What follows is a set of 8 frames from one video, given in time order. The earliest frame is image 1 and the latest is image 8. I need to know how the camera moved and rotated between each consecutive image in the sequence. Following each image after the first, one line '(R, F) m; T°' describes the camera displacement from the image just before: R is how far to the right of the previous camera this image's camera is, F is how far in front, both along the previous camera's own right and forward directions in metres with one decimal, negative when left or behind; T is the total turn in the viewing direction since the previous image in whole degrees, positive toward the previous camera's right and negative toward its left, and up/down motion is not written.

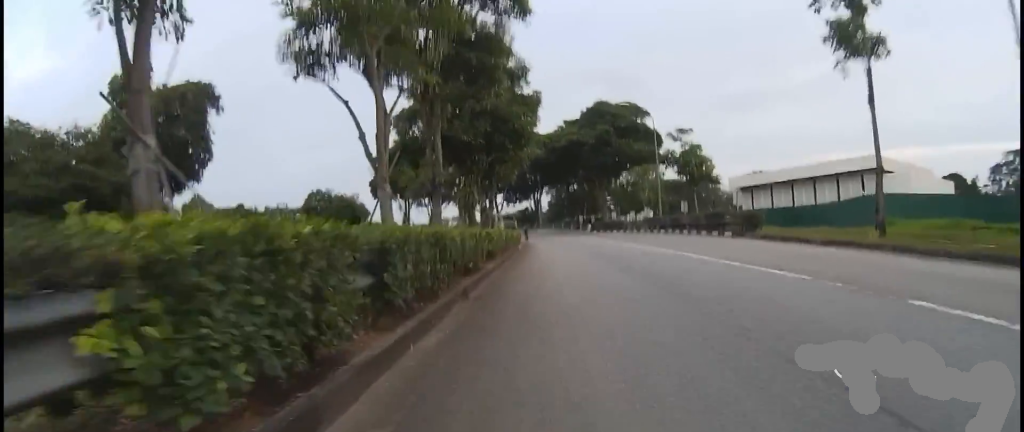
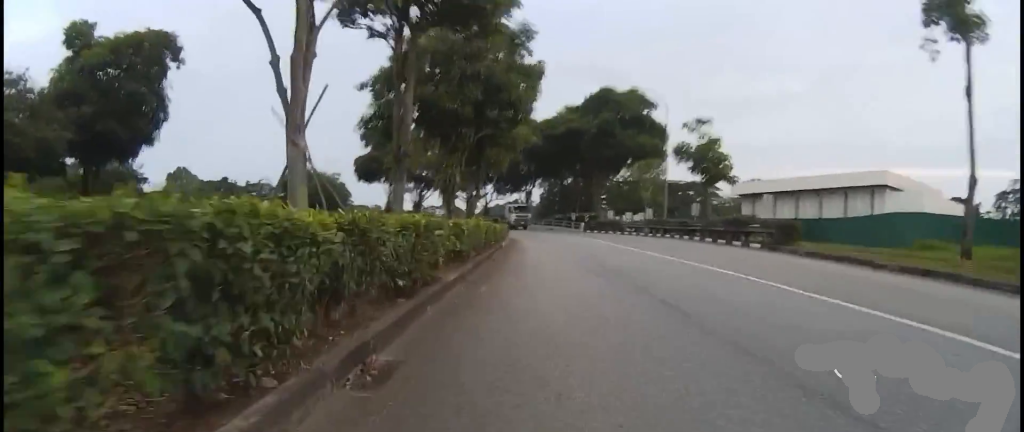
(+0.2, +4.6) m; -5°
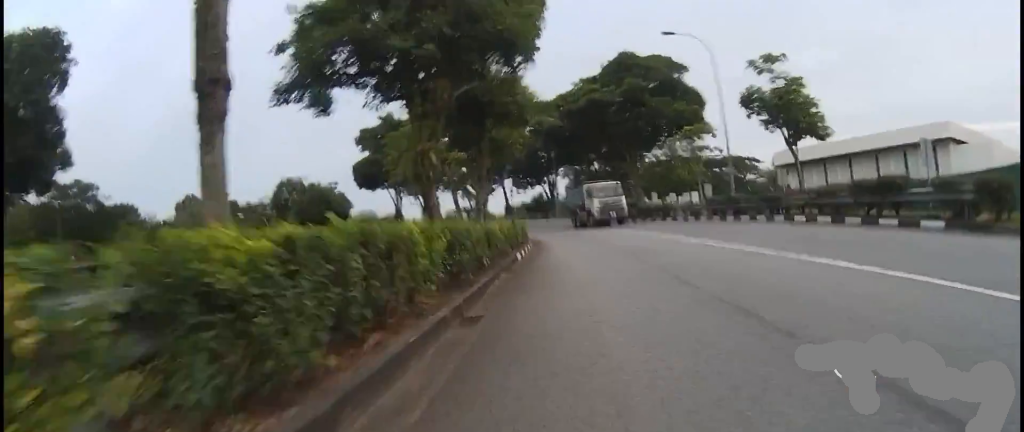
(-0.8, +9.5) m; 0°
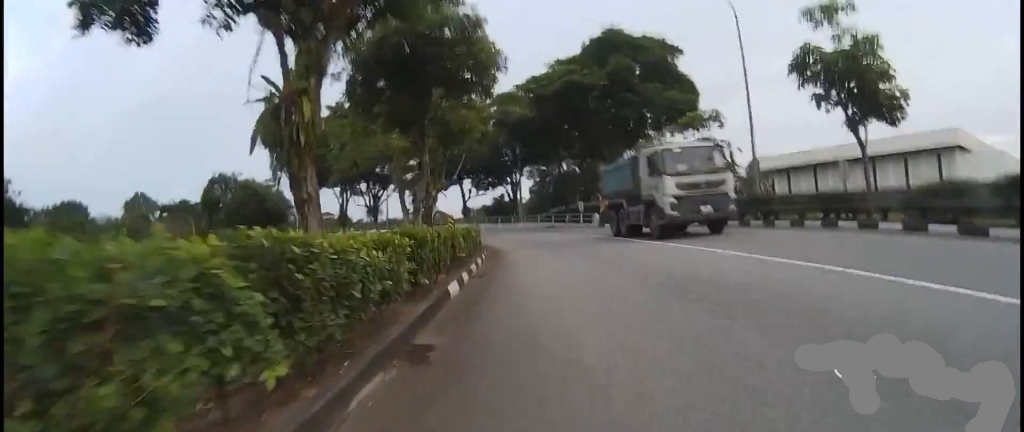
(+0.5, +7.7) m; 0°
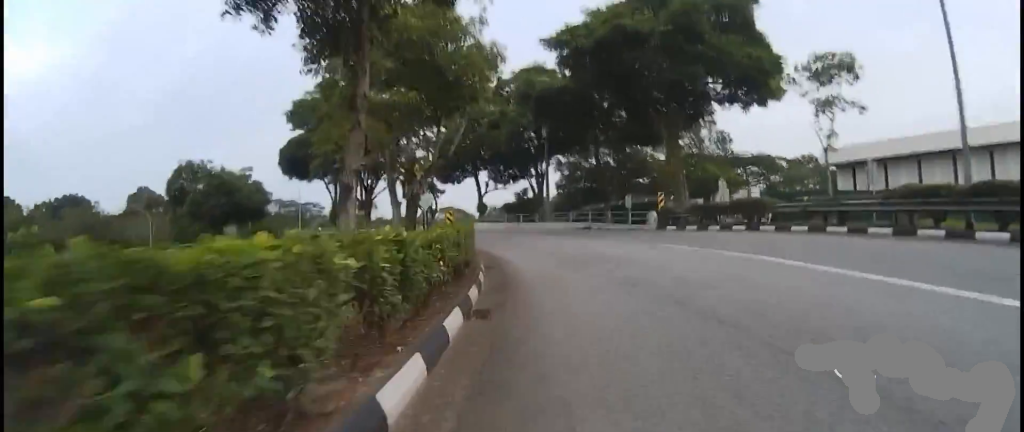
(0.0, +11.1) m; 0°
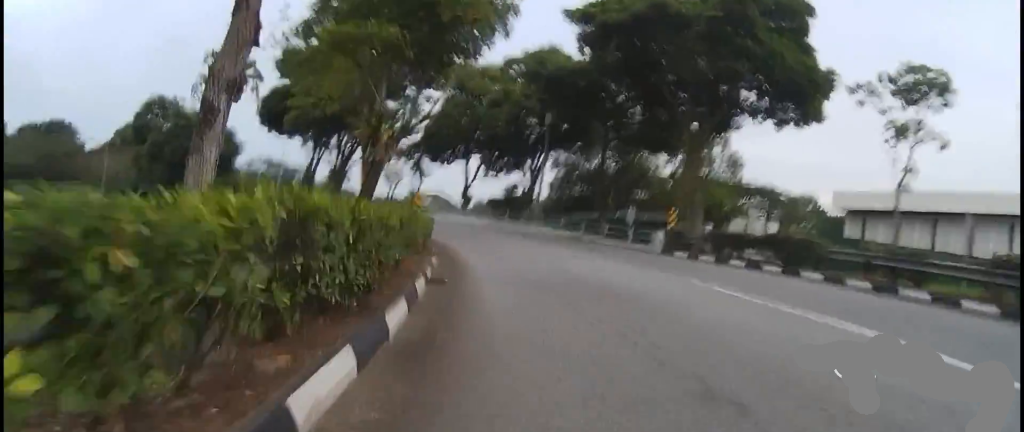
(0.0, +4.7) m; 0°
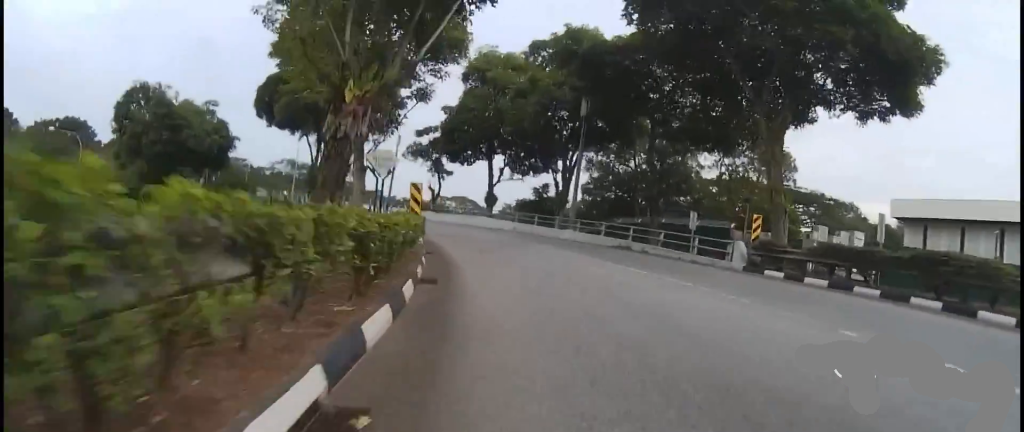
(-0.6, +6.2) m; 0°
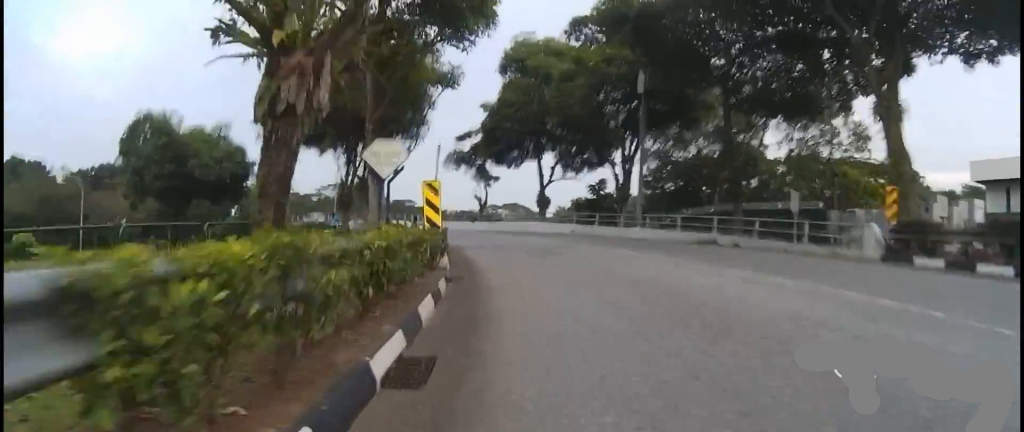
(+0.7, +4.8) m; 0°
